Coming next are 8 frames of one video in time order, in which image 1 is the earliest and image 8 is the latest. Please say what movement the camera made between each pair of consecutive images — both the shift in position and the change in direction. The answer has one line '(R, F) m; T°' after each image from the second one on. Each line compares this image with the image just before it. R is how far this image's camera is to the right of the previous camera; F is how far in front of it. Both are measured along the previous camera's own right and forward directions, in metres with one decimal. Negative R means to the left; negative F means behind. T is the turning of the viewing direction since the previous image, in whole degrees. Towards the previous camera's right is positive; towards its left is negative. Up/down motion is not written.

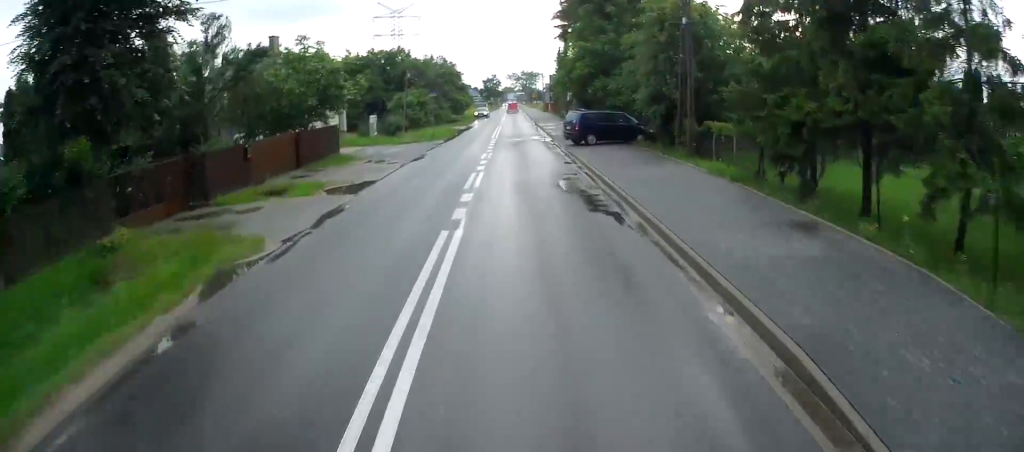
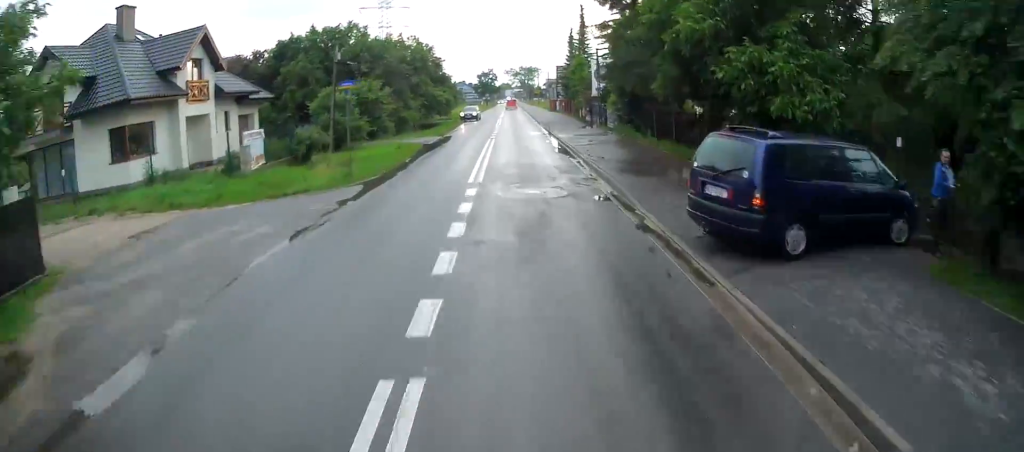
(0.0, +20.9) m; +1°
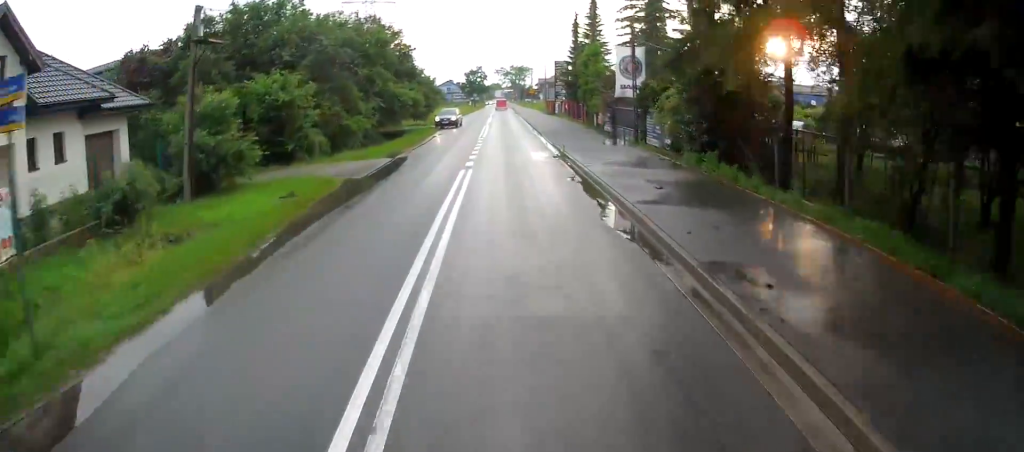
(+0.2, +13.7) m; +1°
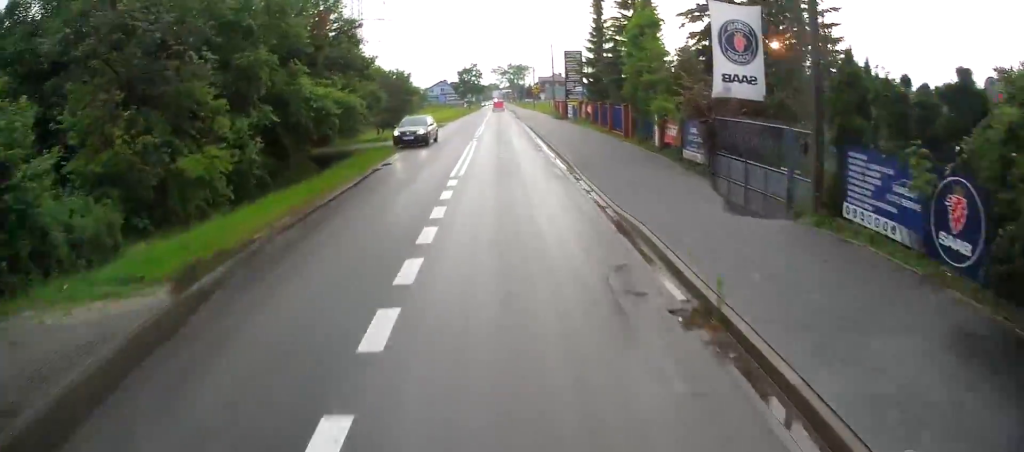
(+0.2, +16.5) m; 0°
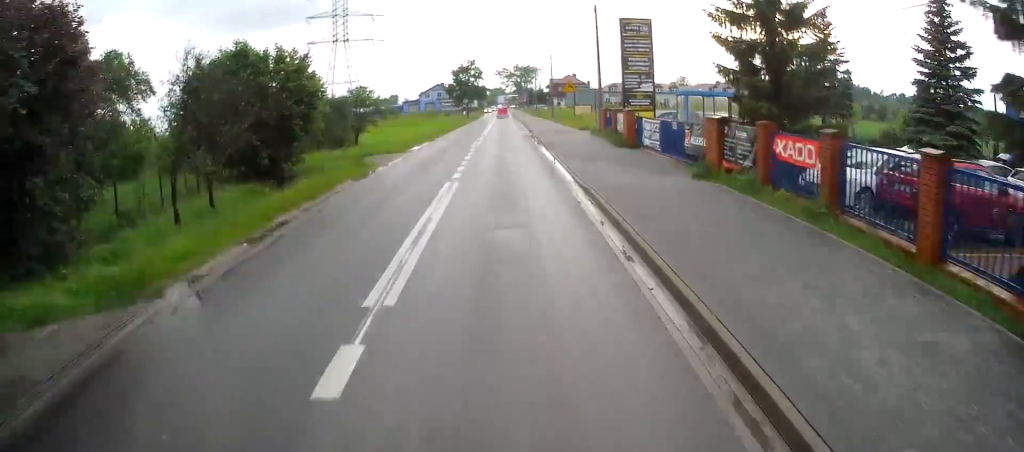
(-0.6, +28.6) m; -1°
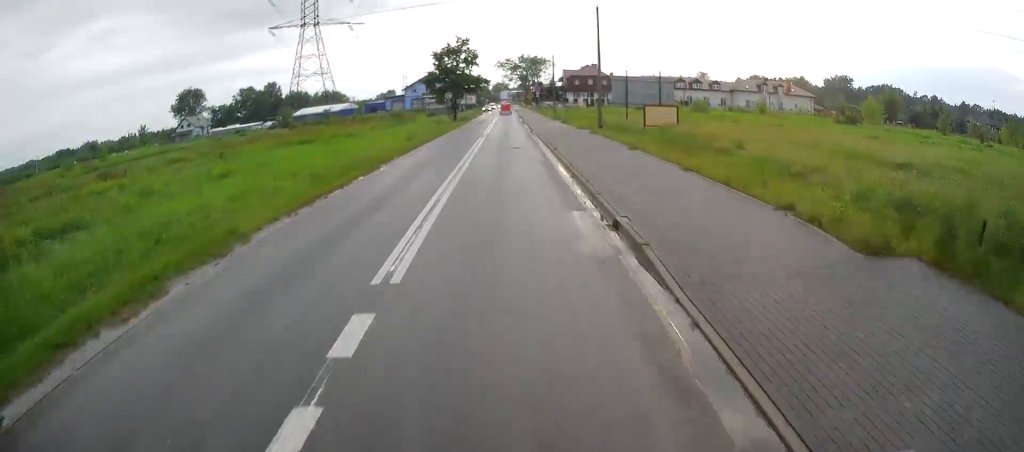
(+0.1, +34.7) m; -1°
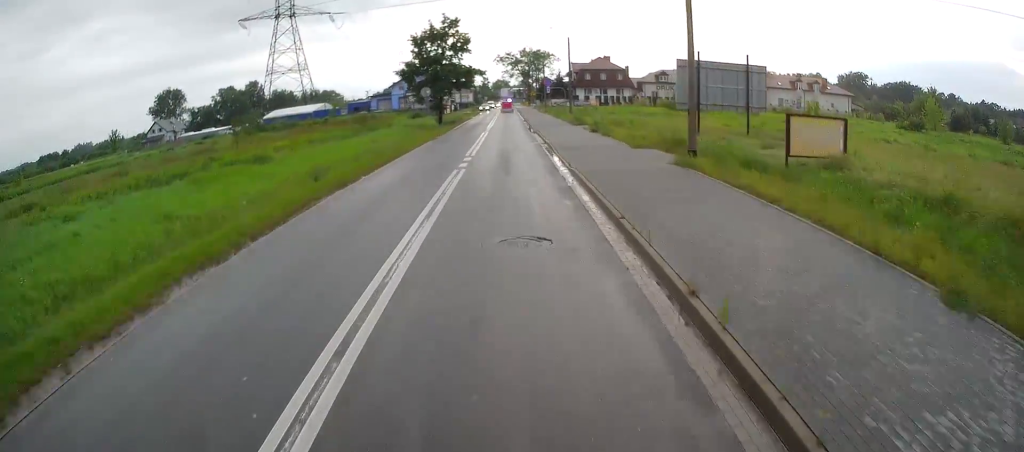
(-0.1, +18.7) m; -1°
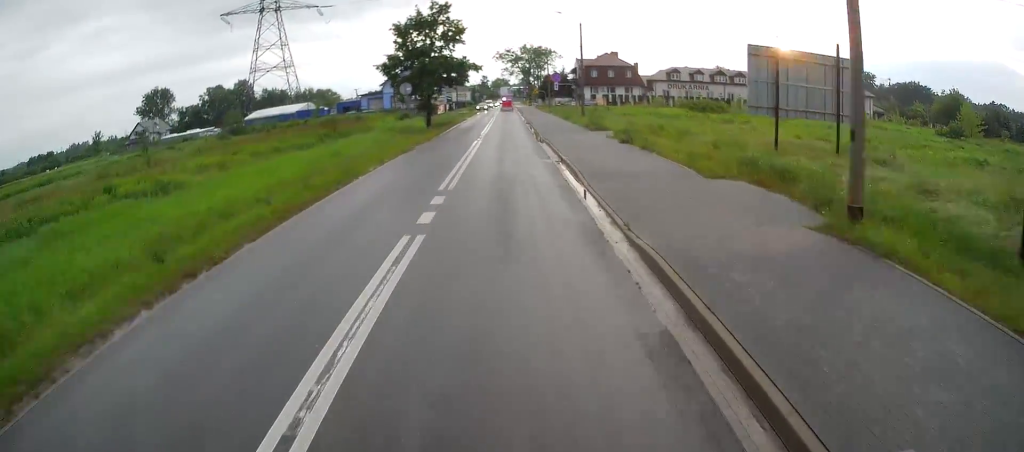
(-0.1, +9.4) m; 0°
